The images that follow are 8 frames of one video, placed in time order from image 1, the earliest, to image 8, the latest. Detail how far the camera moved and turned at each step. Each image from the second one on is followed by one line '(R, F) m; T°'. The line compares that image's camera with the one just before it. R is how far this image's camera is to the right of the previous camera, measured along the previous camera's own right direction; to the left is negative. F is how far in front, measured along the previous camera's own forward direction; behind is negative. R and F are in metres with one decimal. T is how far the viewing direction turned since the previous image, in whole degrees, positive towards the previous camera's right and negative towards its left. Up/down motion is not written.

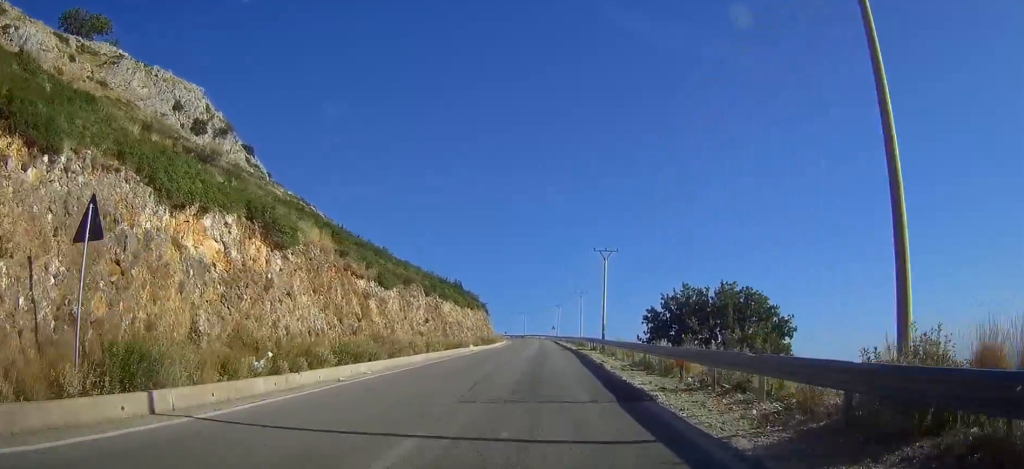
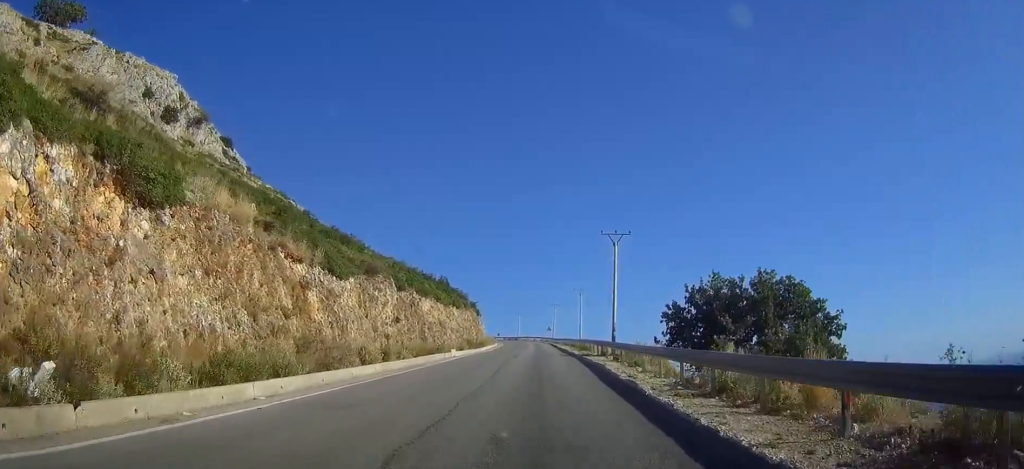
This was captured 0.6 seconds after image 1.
(0.0, +8.4) m; 0°
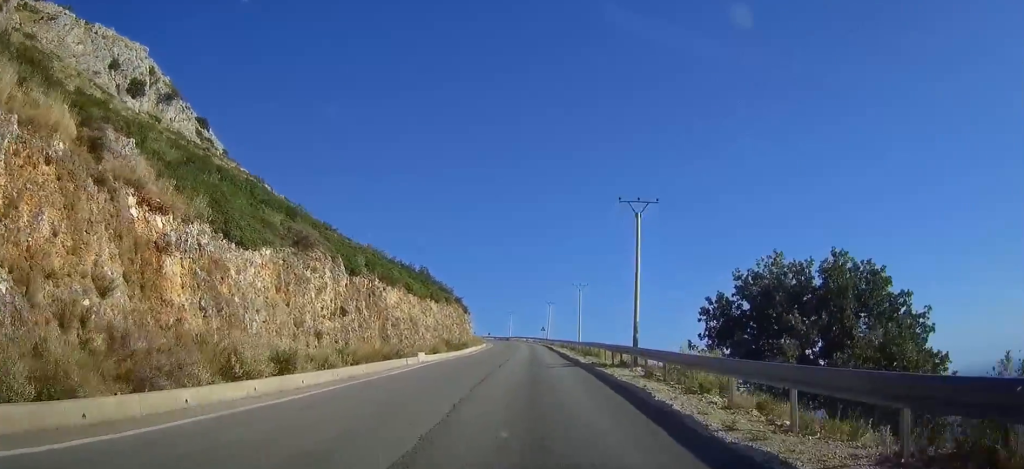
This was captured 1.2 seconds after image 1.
(0.0, +9.8) m; 0°
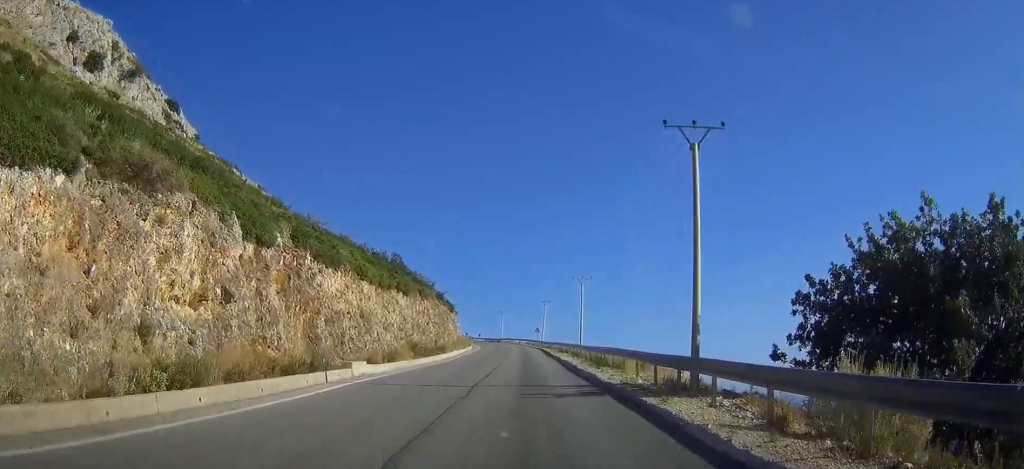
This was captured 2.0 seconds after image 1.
(+0.1, +10.7) m; 0°
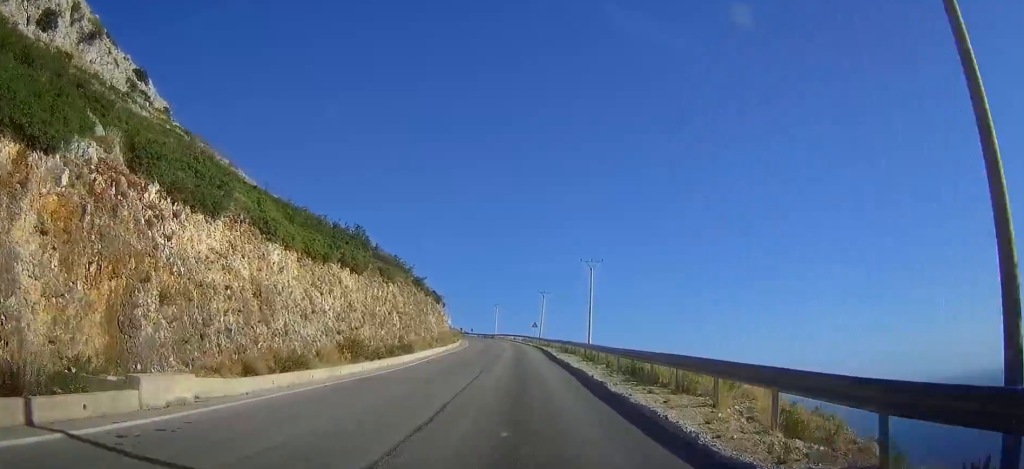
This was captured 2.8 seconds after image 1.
(0.0, +11.8) m; 0°
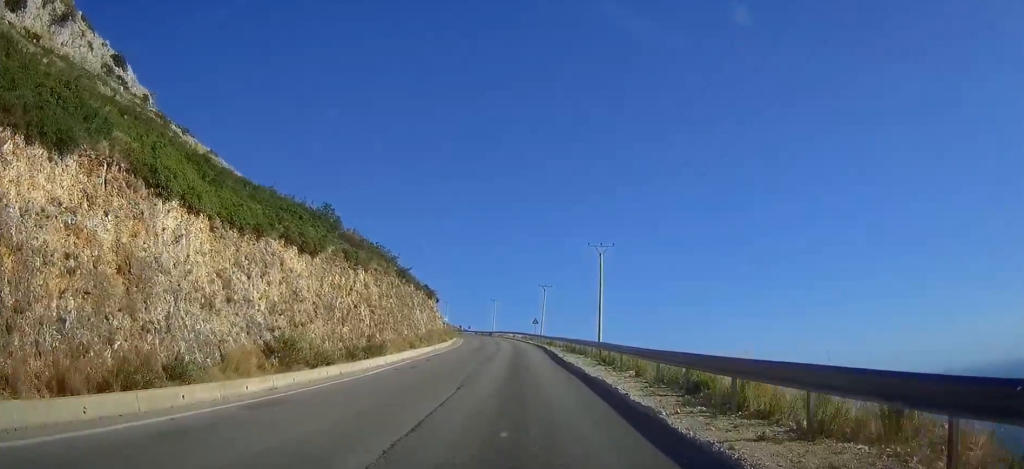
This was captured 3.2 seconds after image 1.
(0.0, +6.9) m; 0°
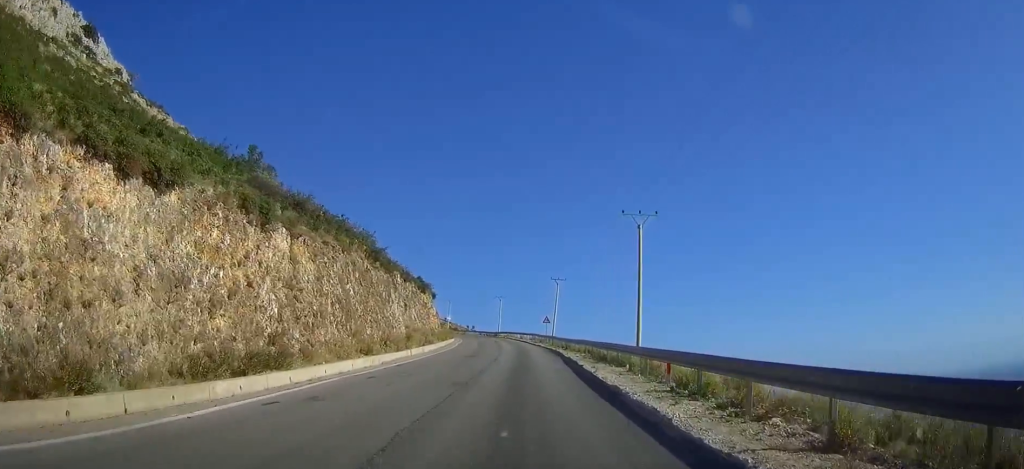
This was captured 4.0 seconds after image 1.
(0.0, +12.8) m; 0°
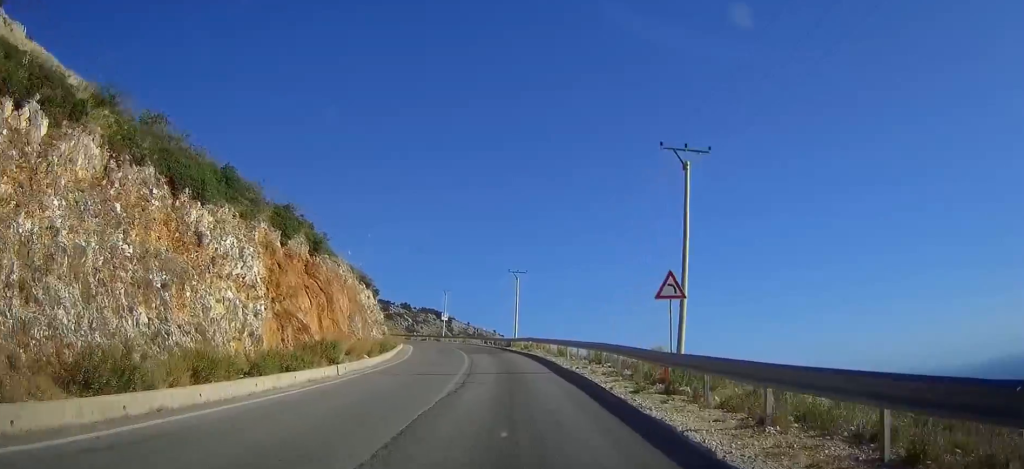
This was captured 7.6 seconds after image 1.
(-1.0, +56.9) m; -3°
